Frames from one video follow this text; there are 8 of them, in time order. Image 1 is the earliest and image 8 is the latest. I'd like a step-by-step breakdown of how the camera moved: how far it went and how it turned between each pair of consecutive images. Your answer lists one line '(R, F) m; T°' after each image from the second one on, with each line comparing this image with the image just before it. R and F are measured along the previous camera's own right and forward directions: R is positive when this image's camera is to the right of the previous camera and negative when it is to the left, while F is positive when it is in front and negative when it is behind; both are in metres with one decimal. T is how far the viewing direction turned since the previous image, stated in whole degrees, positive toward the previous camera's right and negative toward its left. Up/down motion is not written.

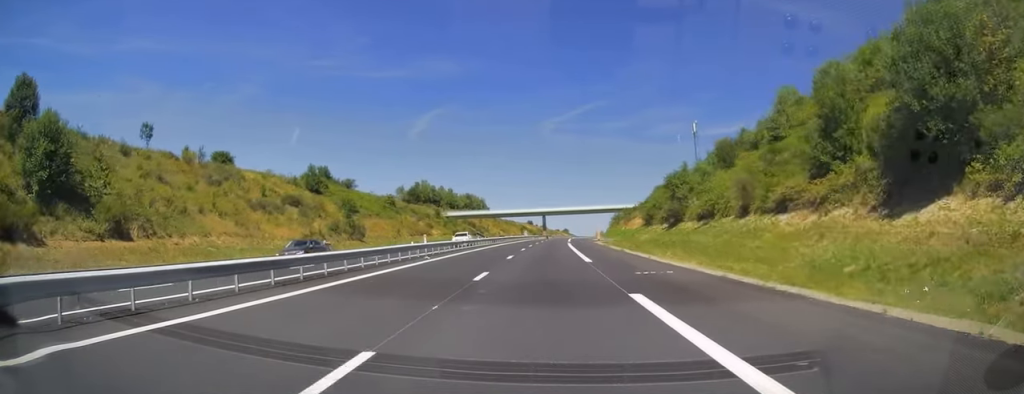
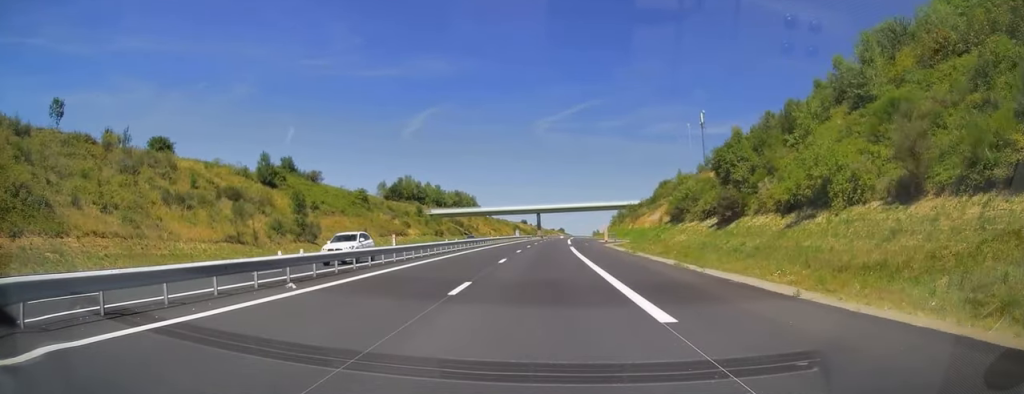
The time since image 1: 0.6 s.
(0.0, +16.8) m; +1°
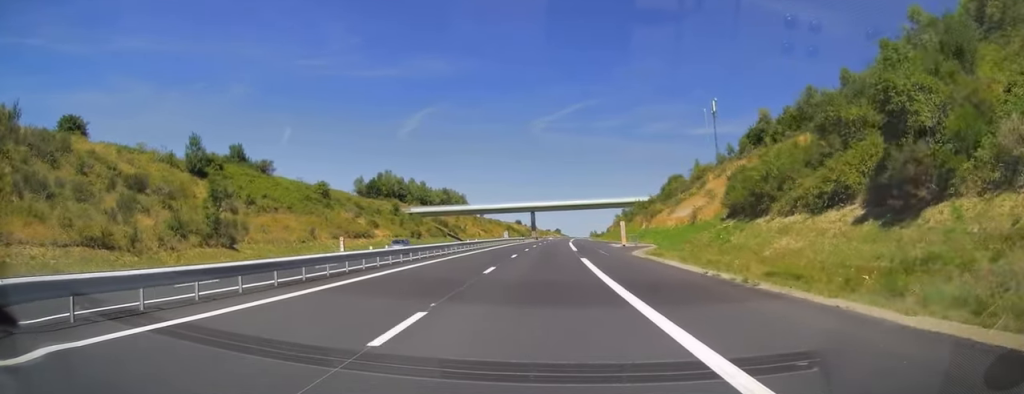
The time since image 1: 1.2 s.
(+0.1, +18.7) m; +1°
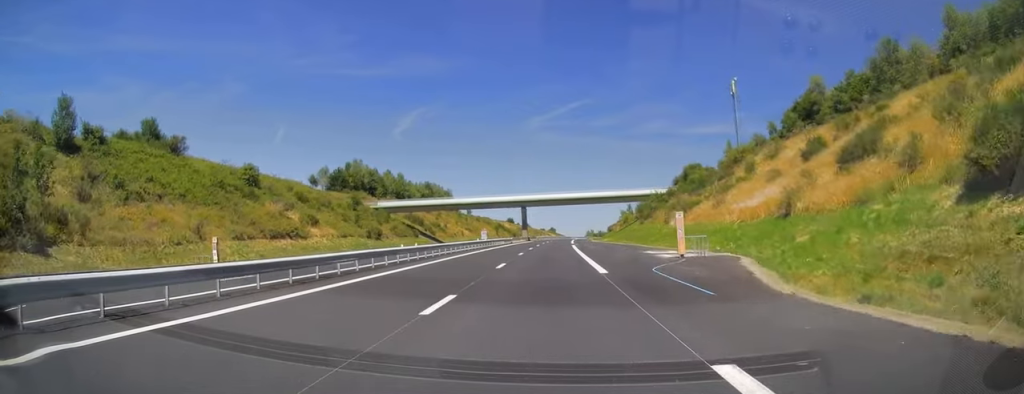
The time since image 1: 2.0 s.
(+0.3, +23.1) m; 0°
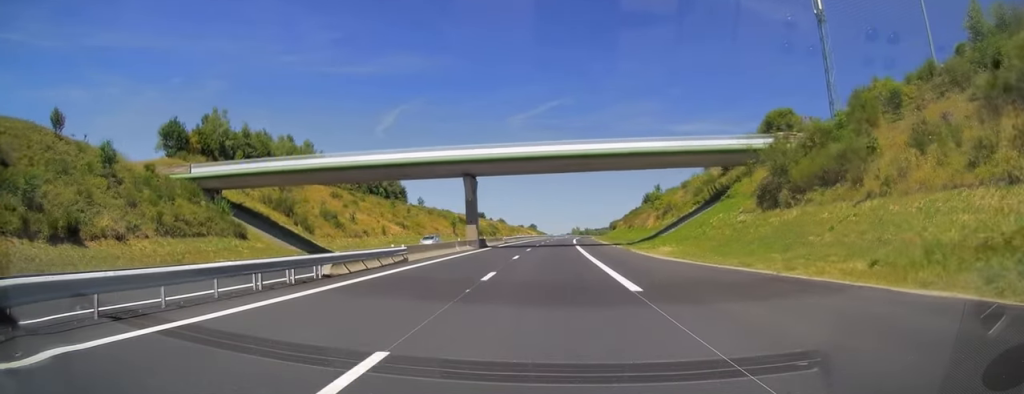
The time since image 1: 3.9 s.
(+0.8, +58.2) m; +2°
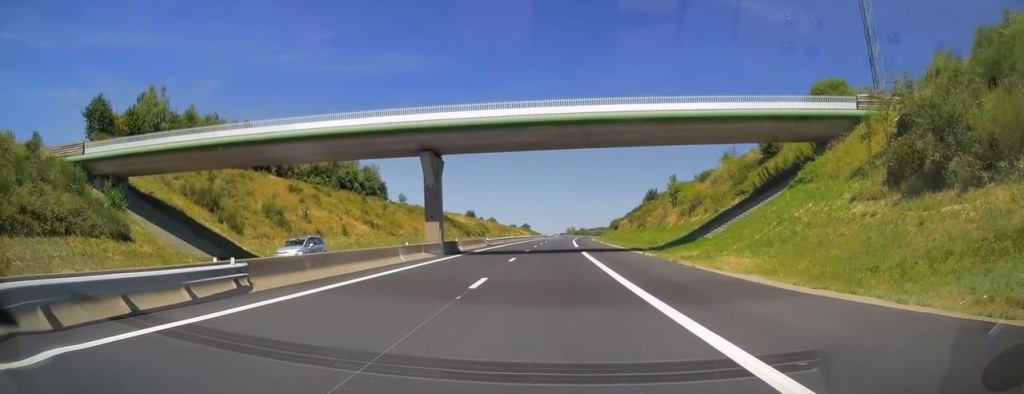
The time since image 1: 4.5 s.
(+0.1, +15.3) m; 0°
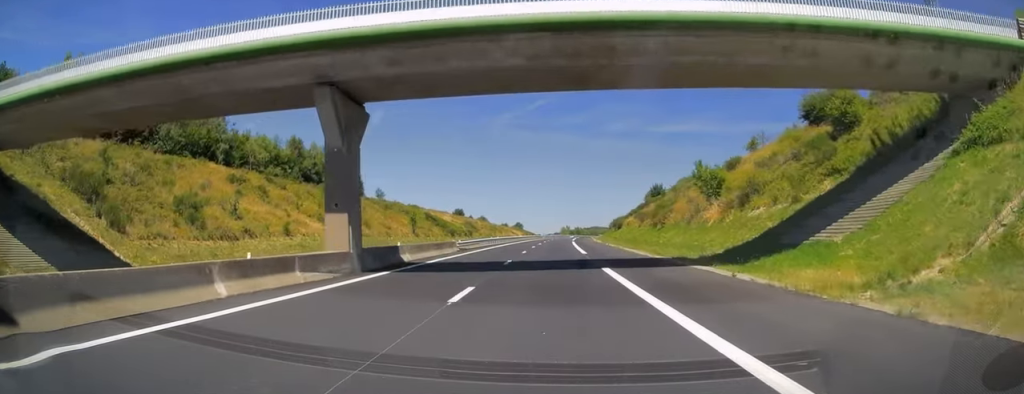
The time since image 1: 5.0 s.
(0.0, +15.8) m; 0°
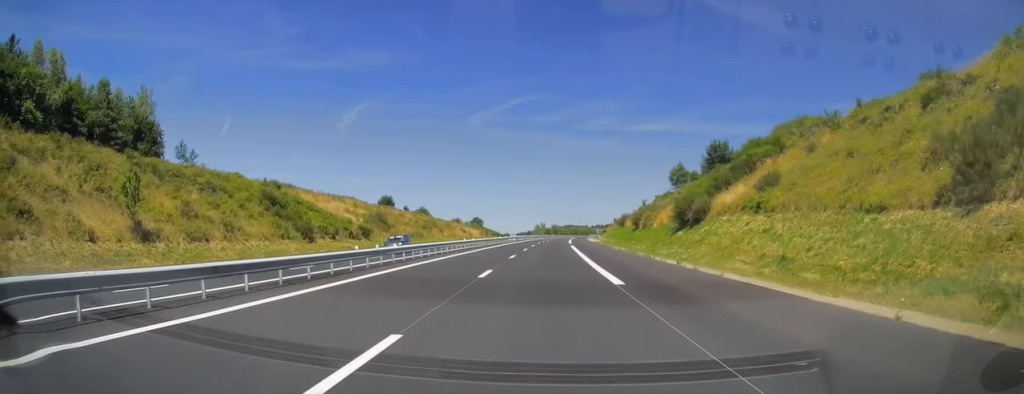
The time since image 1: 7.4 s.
(+1.9, +71.7) m; +3°
